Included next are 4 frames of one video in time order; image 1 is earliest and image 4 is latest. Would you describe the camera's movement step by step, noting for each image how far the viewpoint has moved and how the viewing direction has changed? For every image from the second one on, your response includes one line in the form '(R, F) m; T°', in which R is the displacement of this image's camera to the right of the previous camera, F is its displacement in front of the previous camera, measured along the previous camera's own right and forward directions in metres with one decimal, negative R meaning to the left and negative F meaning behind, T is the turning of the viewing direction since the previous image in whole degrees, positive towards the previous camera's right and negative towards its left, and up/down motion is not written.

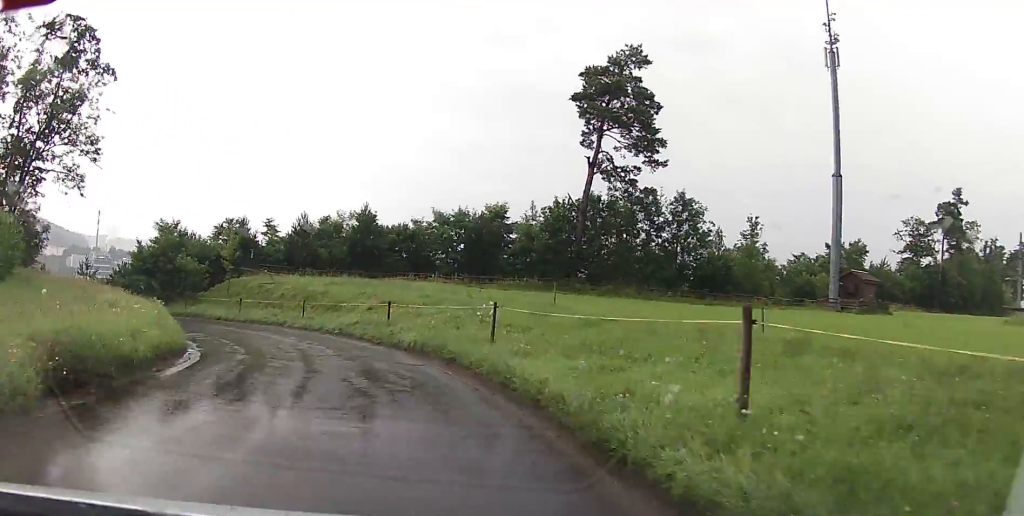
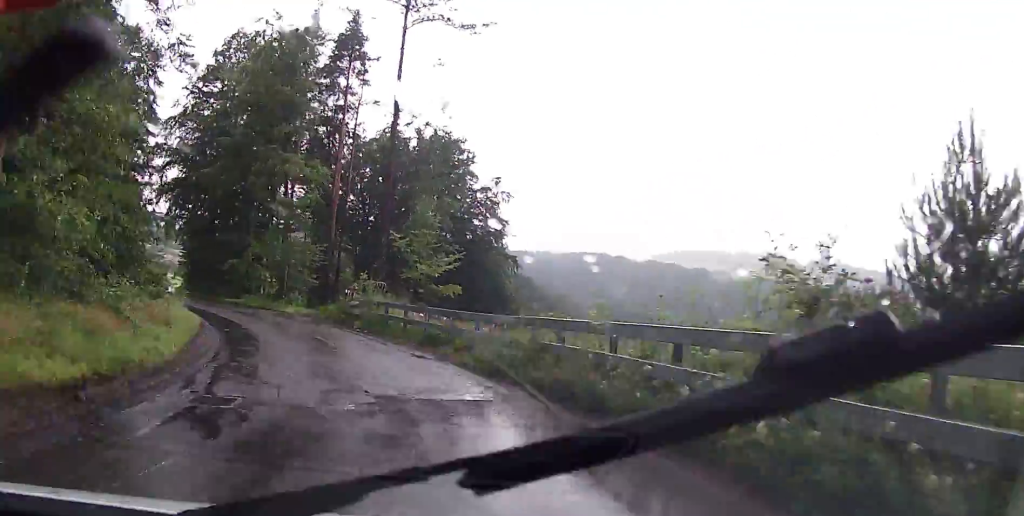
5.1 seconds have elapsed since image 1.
(-34.5, +43.4) m; -83°
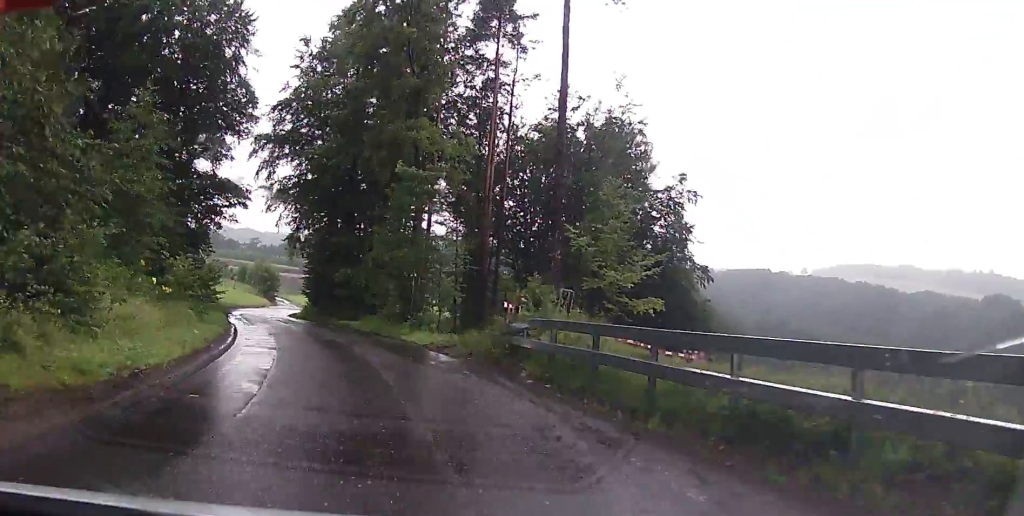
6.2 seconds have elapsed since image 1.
(-2.0, +13.8) m; -12°
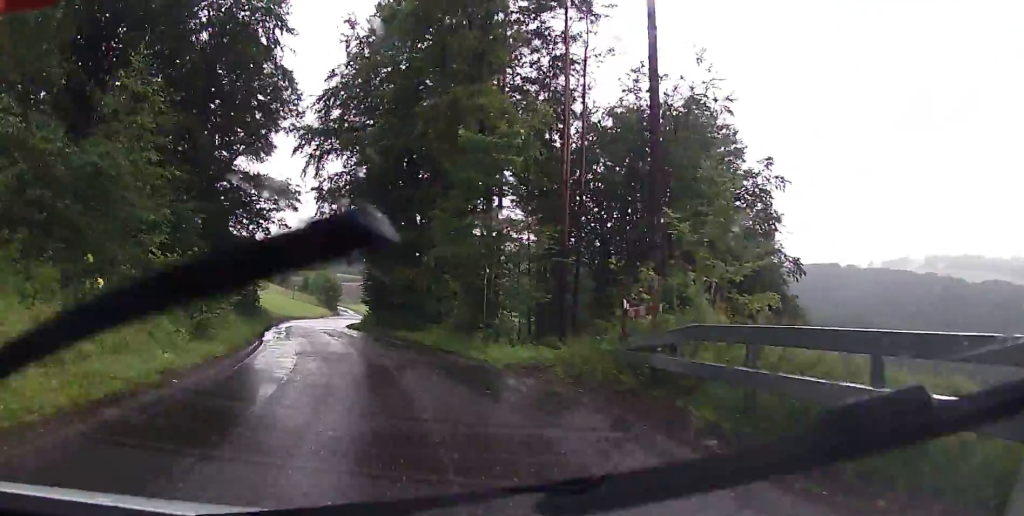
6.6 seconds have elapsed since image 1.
(-0.2, +6.0) m; -3°
